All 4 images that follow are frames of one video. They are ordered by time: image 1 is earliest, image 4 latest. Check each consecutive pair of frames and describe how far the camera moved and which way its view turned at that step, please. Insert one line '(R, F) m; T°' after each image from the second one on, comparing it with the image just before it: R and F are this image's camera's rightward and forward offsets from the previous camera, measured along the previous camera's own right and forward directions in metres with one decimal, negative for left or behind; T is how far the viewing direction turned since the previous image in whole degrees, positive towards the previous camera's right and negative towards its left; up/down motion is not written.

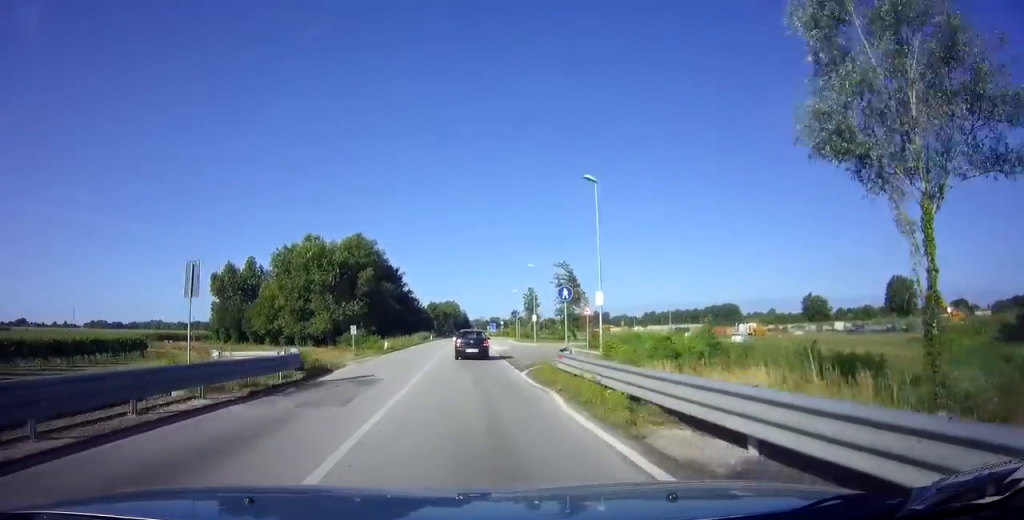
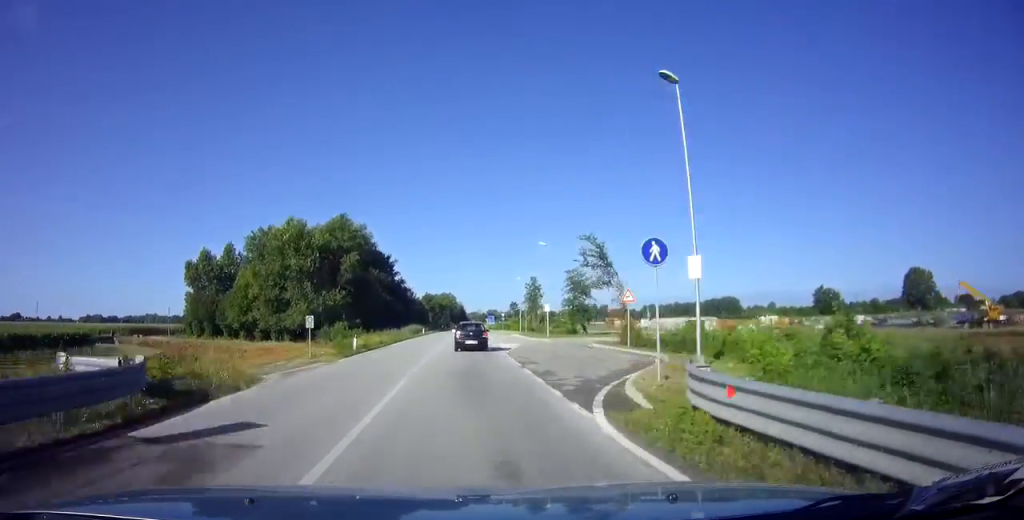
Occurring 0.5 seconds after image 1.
(+0.1, +9.8) m; 0°
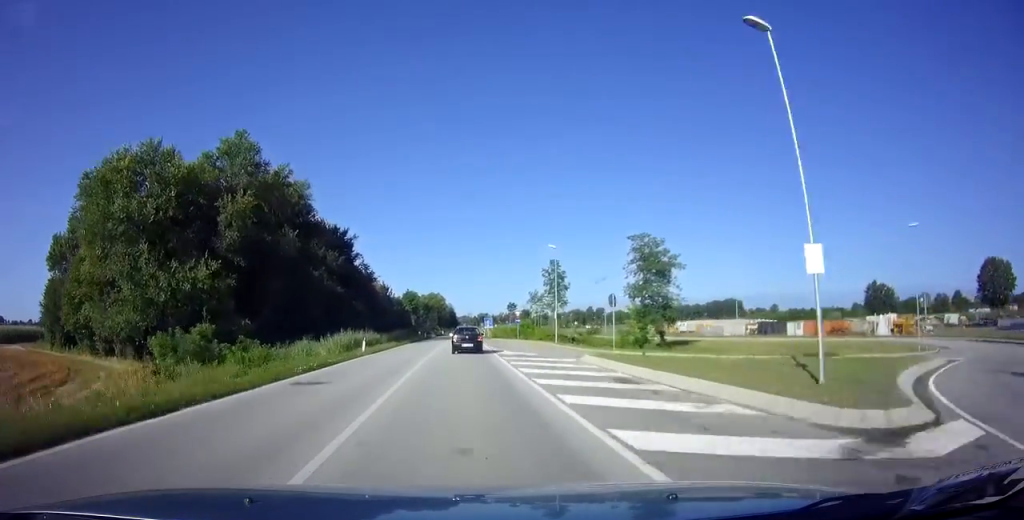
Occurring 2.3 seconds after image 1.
(0.0, +35.6) m; +1°
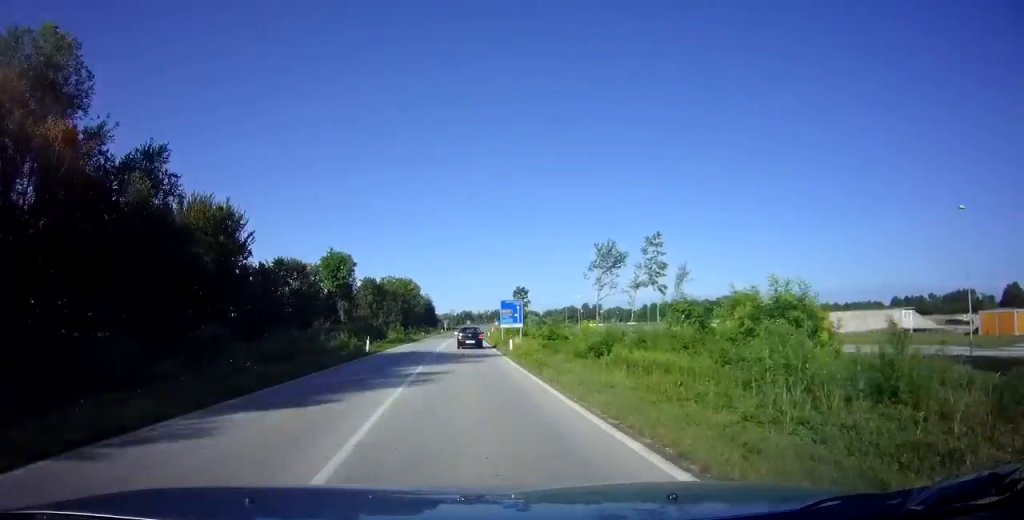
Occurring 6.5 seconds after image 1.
(+1.1, +79.5) m; +1°
